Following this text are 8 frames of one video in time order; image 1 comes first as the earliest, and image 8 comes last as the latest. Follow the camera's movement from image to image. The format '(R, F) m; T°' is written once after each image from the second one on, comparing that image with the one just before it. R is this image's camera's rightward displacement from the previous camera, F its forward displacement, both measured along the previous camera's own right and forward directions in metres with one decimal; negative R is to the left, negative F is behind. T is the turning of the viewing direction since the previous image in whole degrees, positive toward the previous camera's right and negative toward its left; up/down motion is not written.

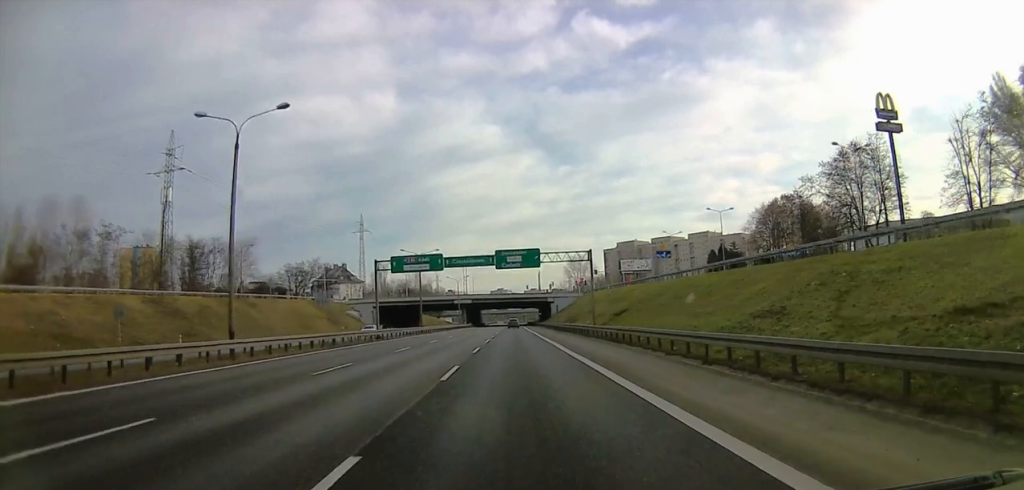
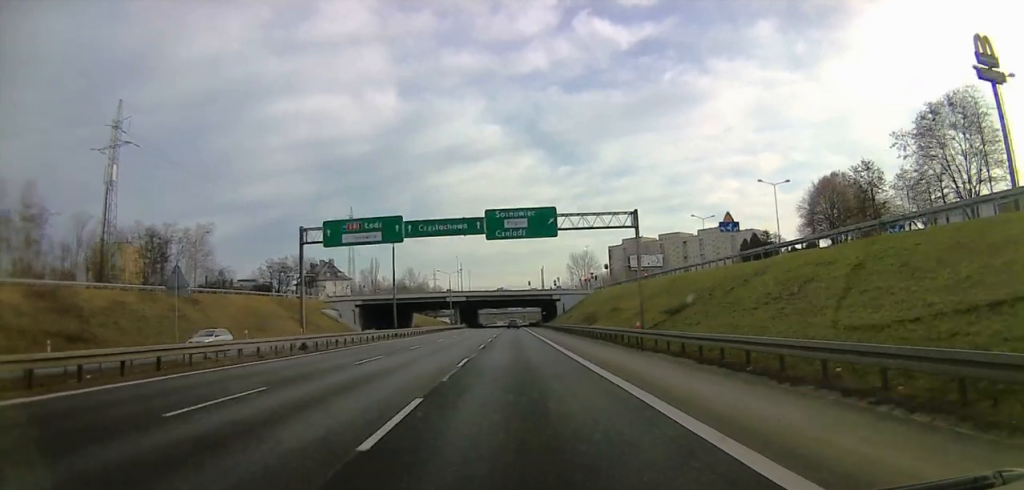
(+0.3, +19.4) m; +2°
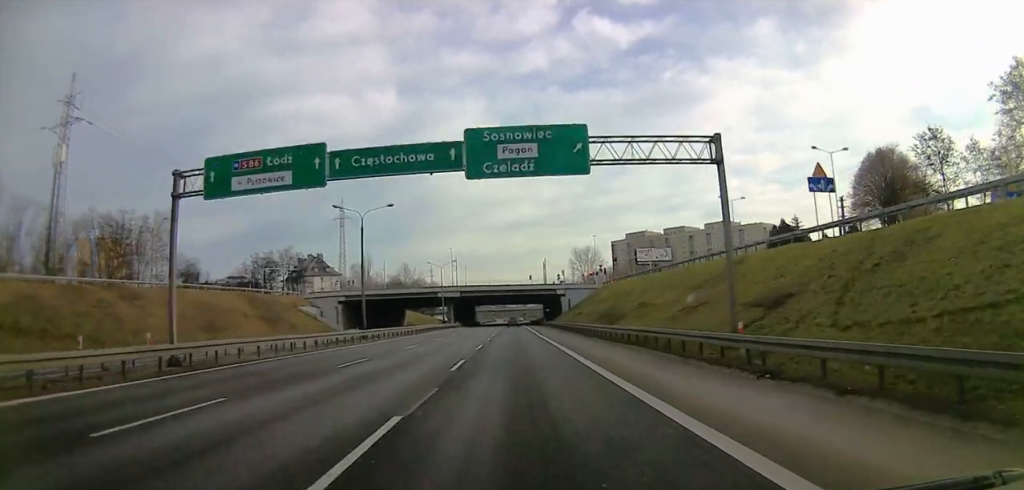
(+0.2, +13.9) m; +2°
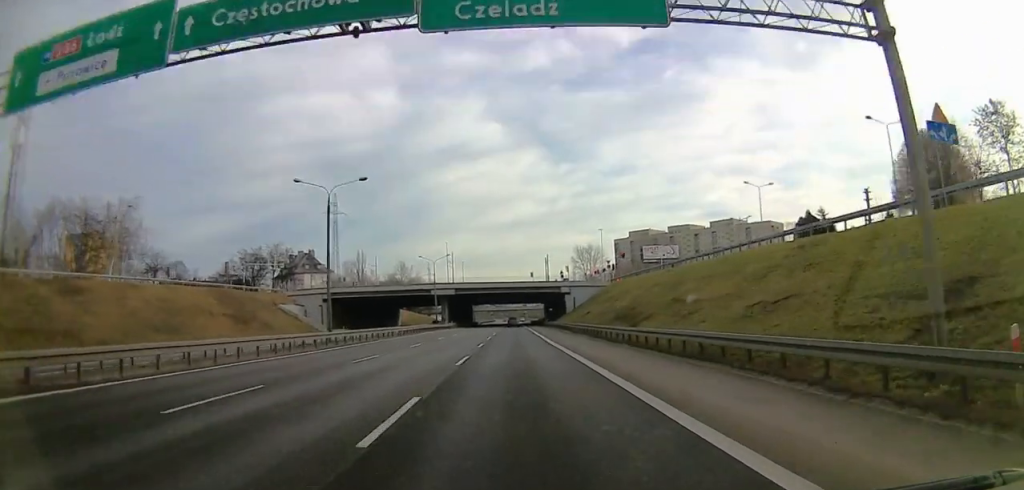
(+0.2, +10.1) m; 0°
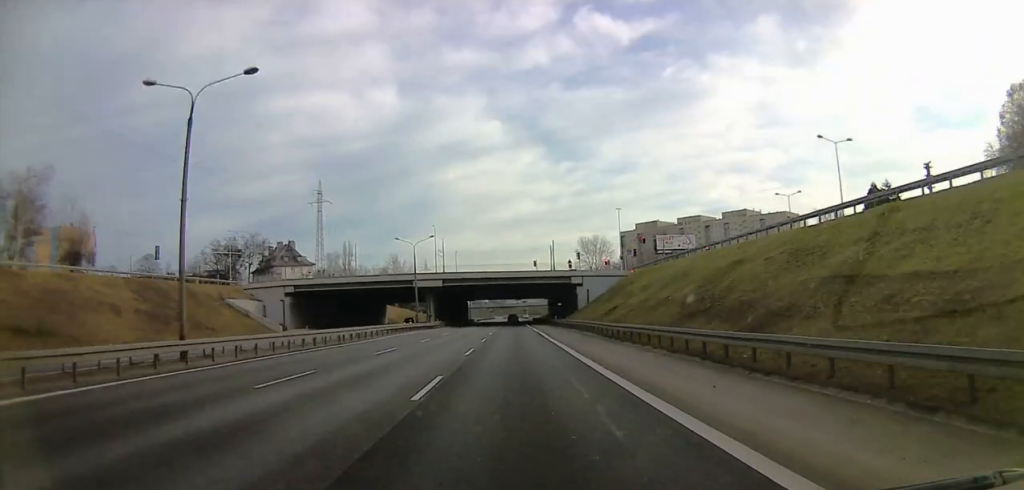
(0.0, +20.1) m; -1°
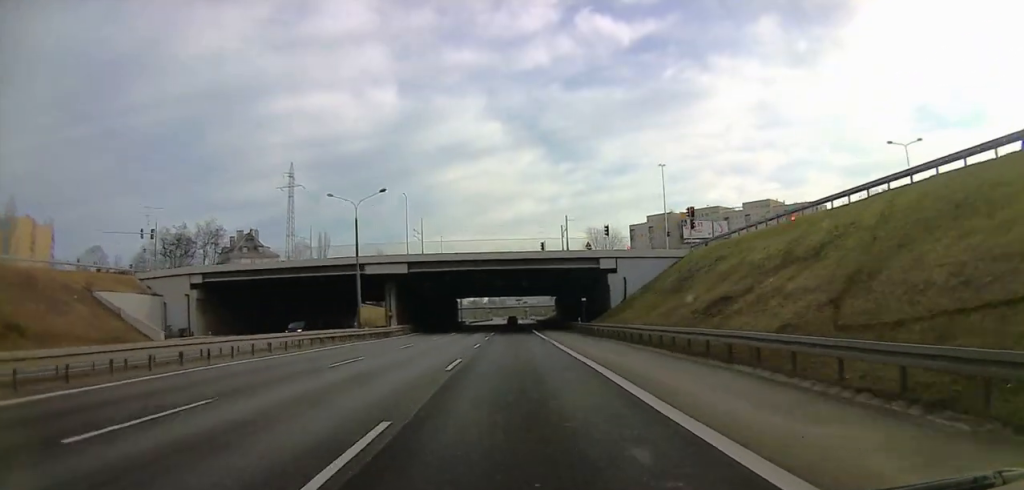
(-0.9, +29.3) m; -1°
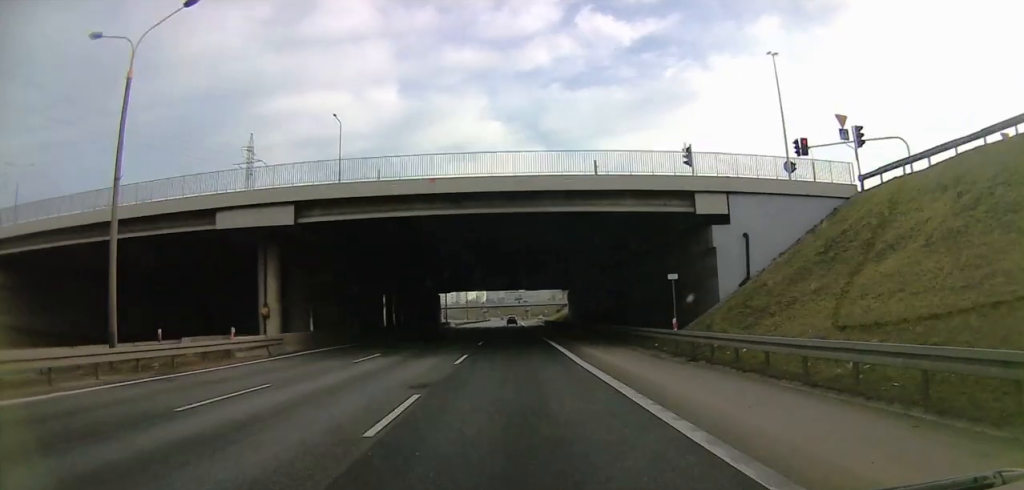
(+1.0, +32.2) m; +2°
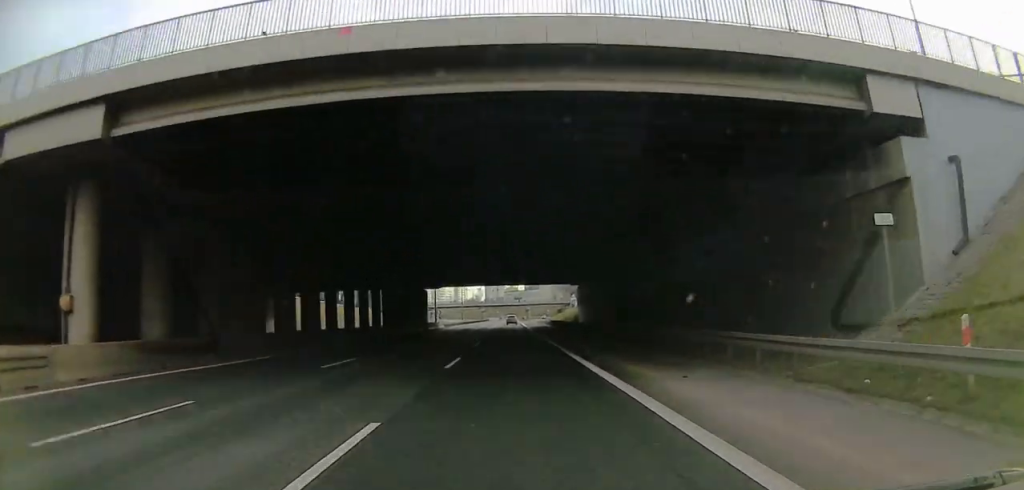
(-0.1, +15.3) m; -1°
